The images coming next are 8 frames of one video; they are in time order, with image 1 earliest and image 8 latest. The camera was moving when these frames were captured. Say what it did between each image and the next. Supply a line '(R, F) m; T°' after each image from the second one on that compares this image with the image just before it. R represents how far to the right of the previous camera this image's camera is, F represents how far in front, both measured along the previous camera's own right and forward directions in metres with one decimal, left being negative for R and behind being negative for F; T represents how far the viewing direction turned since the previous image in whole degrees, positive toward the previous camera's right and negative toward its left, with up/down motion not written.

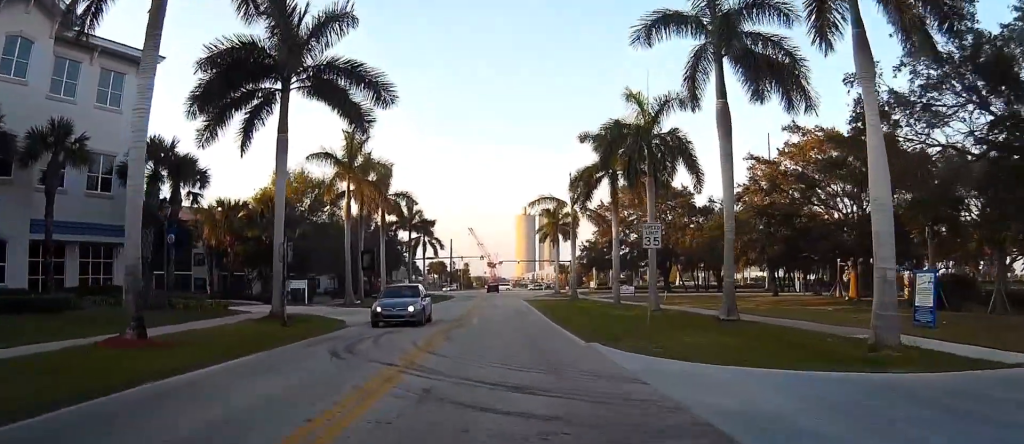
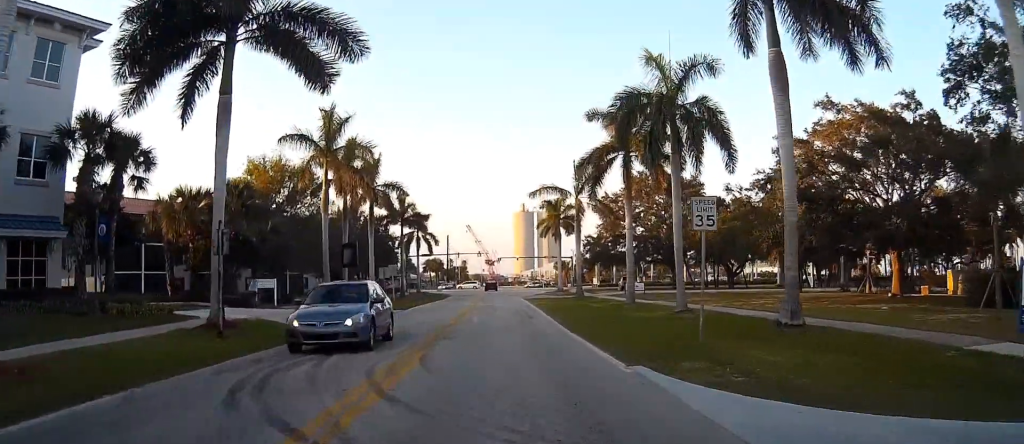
(0.0, +6.0) m; 0°
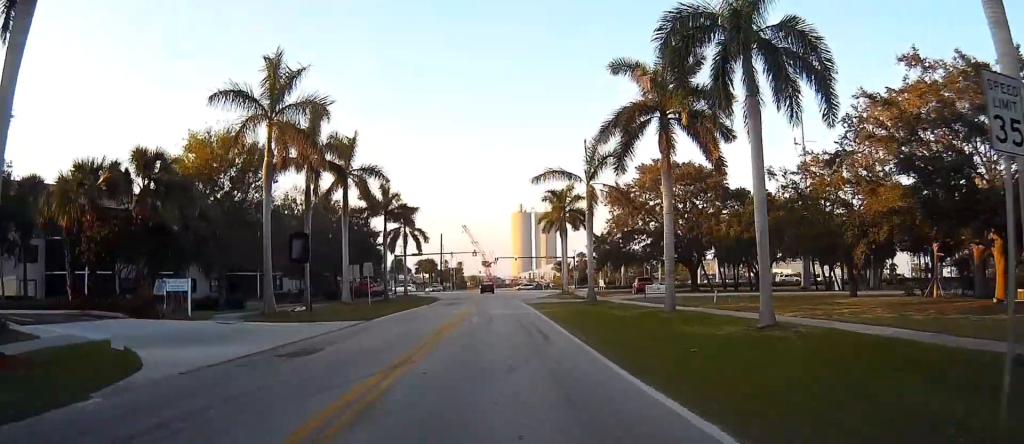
(0.0, +11.0) m; 0°
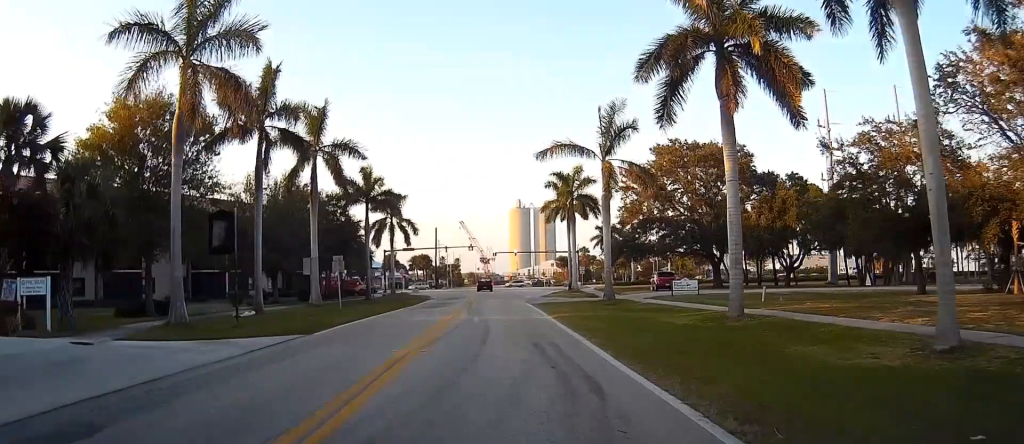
(0.0, +9.9) m; 0°
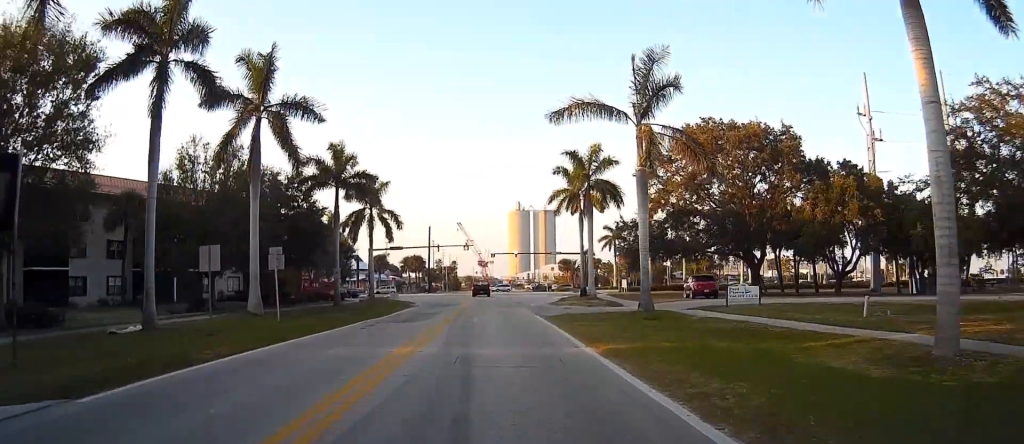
(-0.1, +12.8) m; 0°
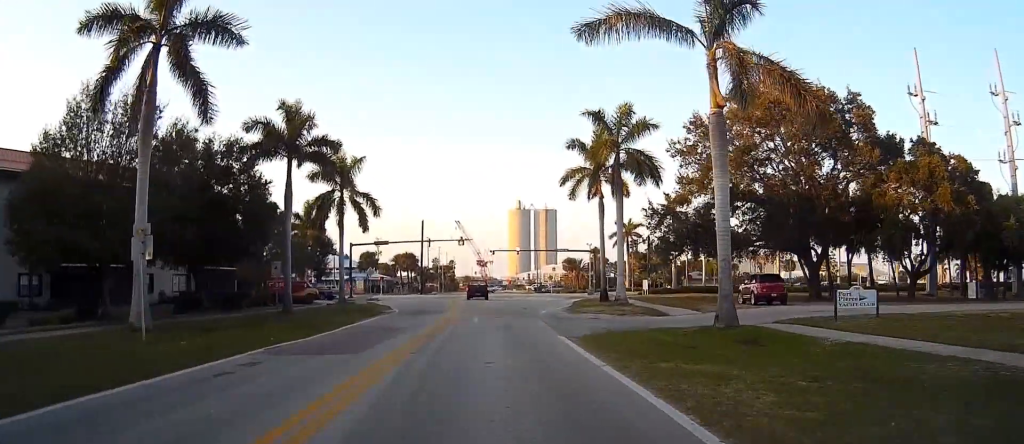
(+0.1, +13.2) m; +1°
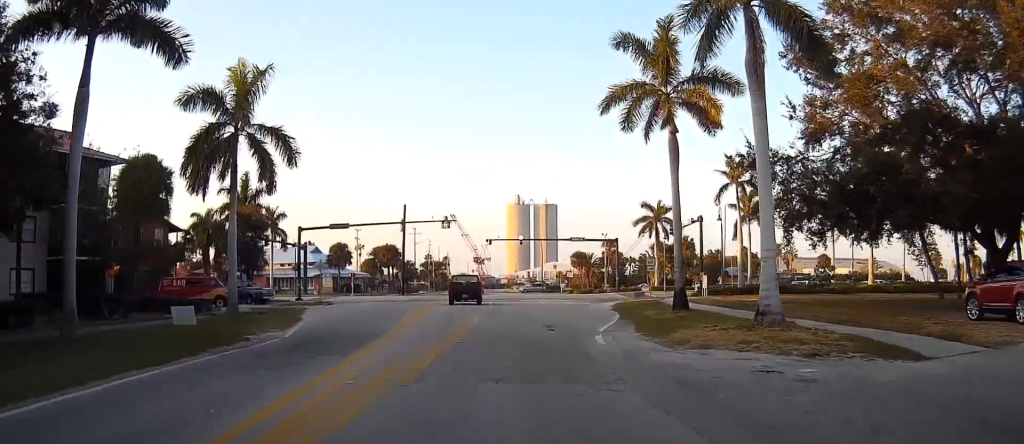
(+0.2, +22.8) m; -1°
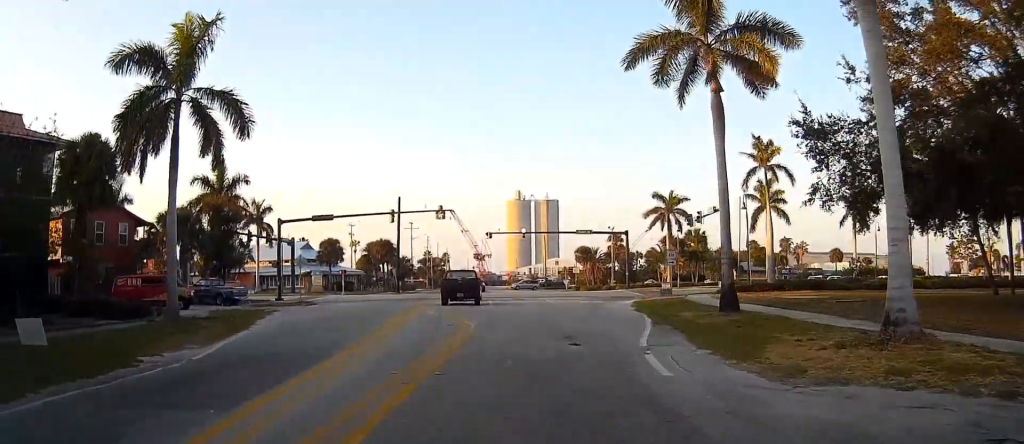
(-0.1, +6.7) m; -1°
